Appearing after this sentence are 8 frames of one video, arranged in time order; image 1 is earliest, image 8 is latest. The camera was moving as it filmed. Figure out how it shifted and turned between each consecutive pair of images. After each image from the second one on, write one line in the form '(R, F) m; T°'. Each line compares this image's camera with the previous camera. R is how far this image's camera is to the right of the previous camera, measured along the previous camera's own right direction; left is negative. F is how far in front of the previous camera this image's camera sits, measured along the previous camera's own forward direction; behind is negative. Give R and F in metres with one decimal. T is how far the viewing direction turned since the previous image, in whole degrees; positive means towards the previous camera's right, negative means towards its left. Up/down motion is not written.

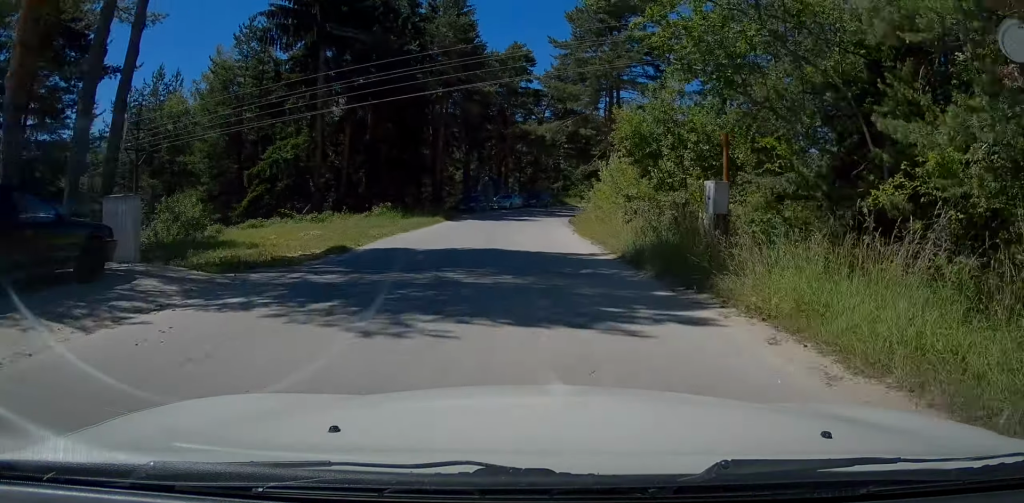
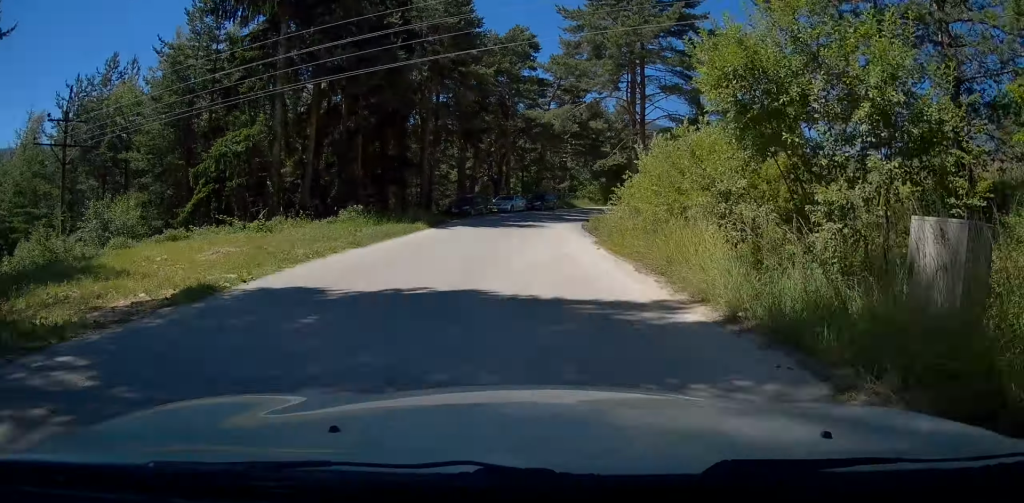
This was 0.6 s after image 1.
(+0.2, +6.8) m; +1°
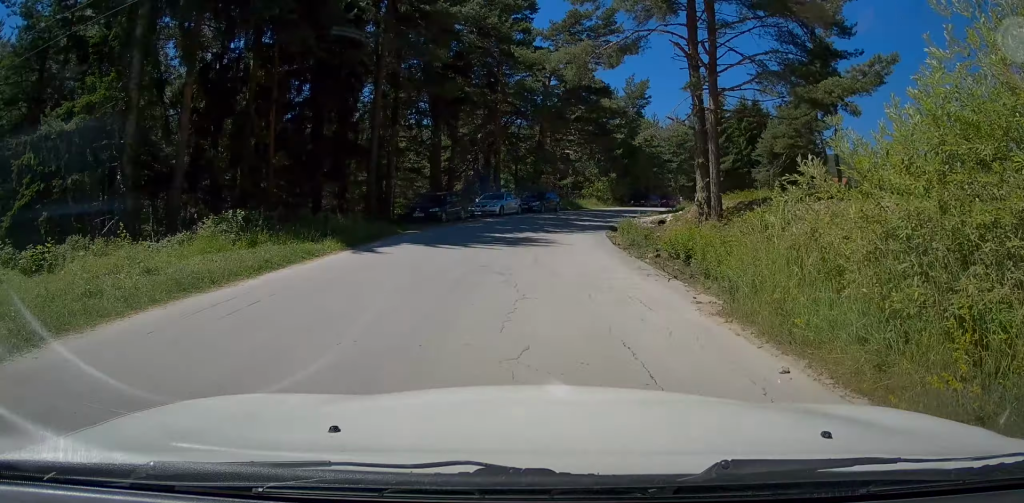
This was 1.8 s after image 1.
(0.0, +11.9) m; -1°
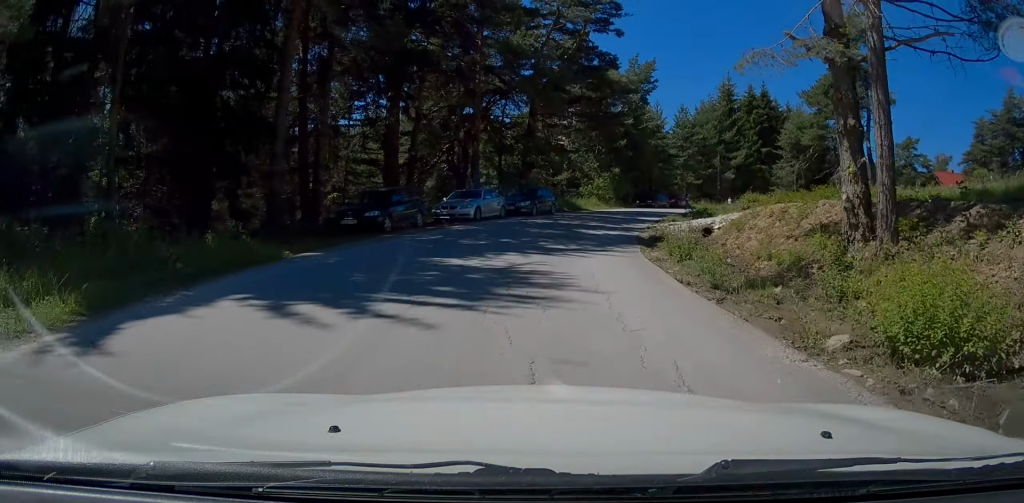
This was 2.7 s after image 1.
(-0.1, +9.3) m; 0°
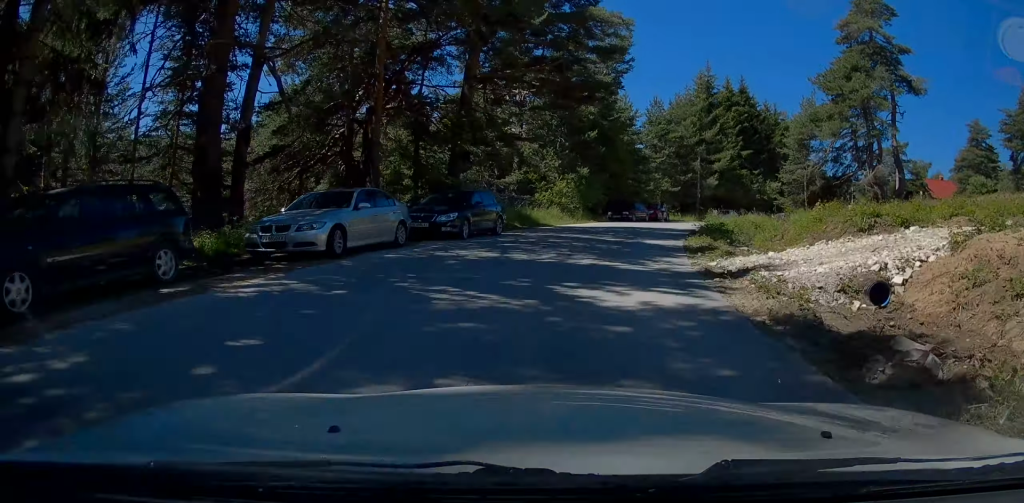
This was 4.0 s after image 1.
(+0.3, +13.0) m; +3°
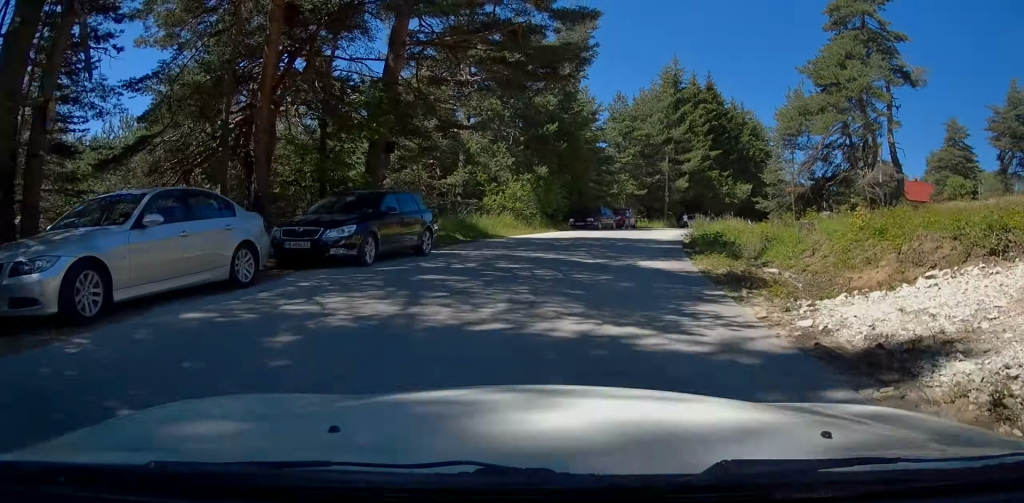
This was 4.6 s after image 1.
(+0.1, +5.8) m; +3°
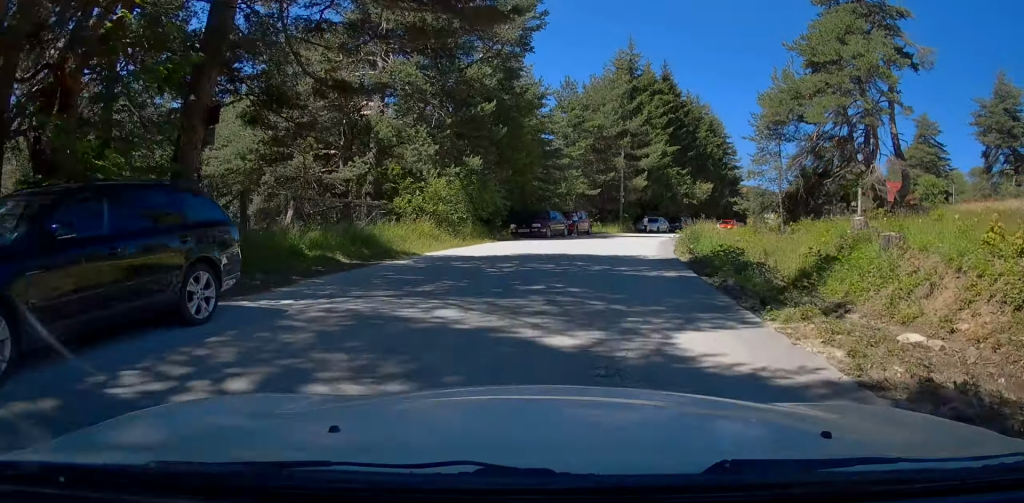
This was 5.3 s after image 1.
(+0.4, +7.5) m; +6°
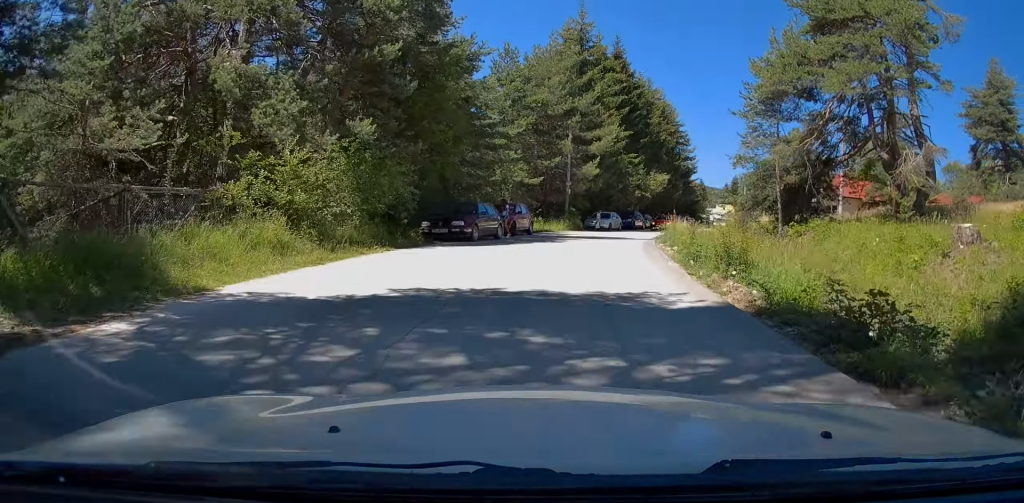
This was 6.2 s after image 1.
(+0.5, +8.1) m; +6°
